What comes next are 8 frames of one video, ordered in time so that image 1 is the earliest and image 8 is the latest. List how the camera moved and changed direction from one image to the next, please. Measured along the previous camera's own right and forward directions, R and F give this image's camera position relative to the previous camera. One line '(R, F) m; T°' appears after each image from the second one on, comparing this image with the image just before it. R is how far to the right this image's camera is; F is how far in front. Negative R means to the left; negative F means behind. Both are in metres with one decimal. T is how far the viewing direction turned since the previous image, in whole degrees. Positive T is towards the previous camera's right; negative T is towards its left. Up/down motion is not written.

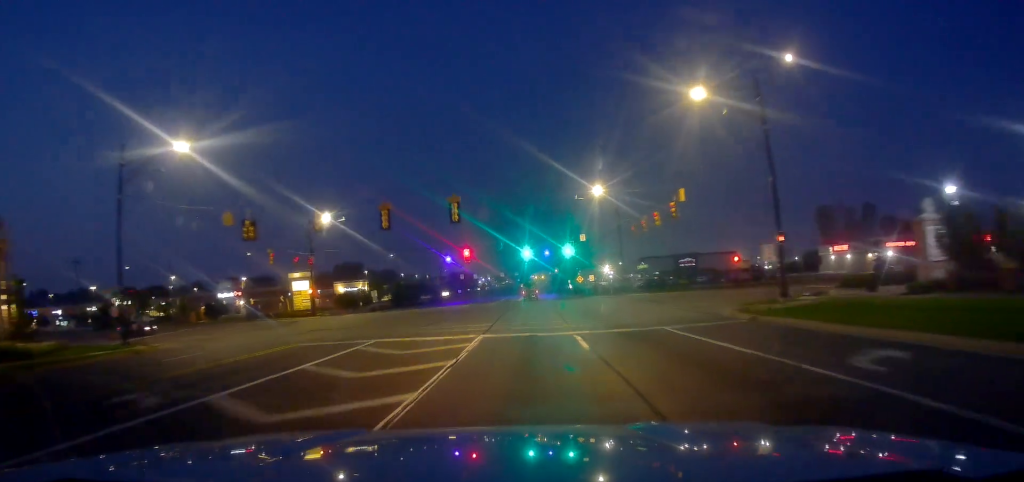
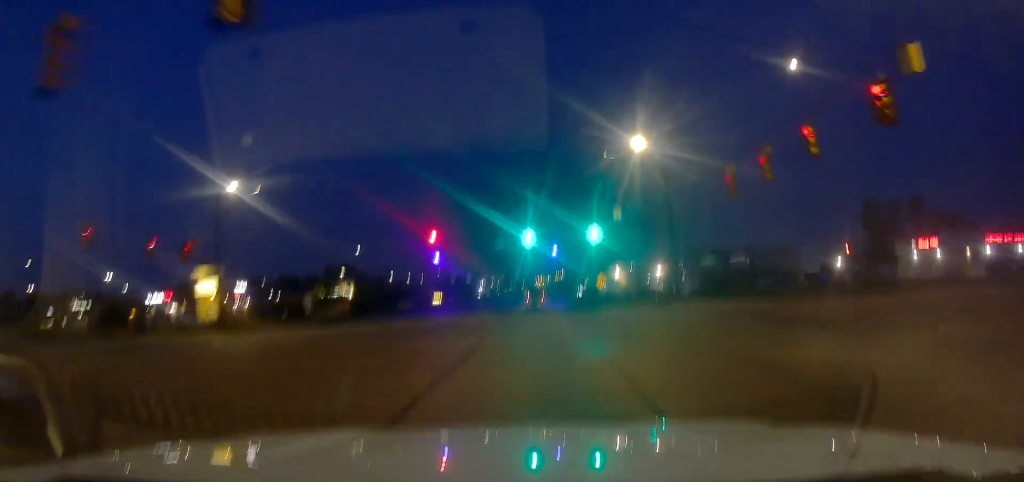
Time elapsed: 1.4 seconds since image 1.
(+0.5, +25.5) m; 0°
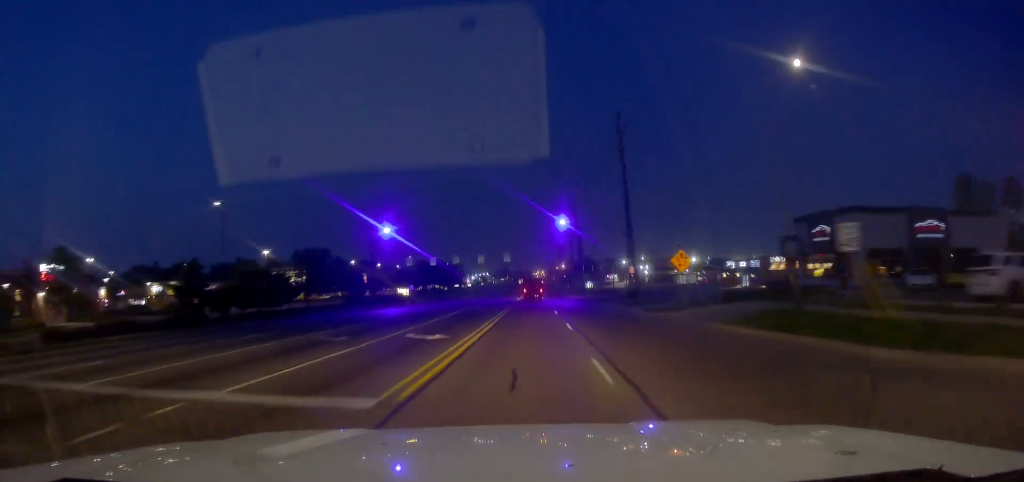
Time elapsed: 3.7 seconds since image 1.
(-0.8, +42.7) m; -1°
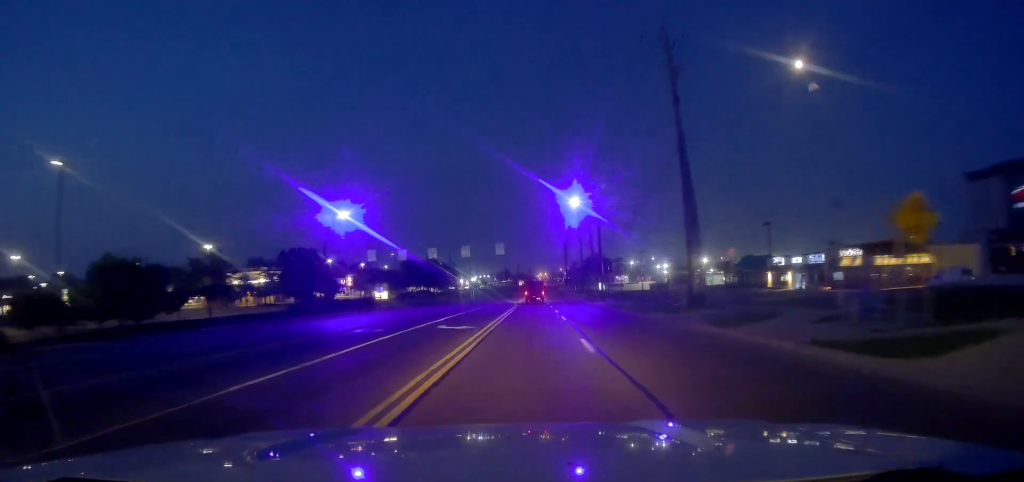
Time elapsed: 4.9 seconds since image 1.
(-0.6, +21.6) m; 0°
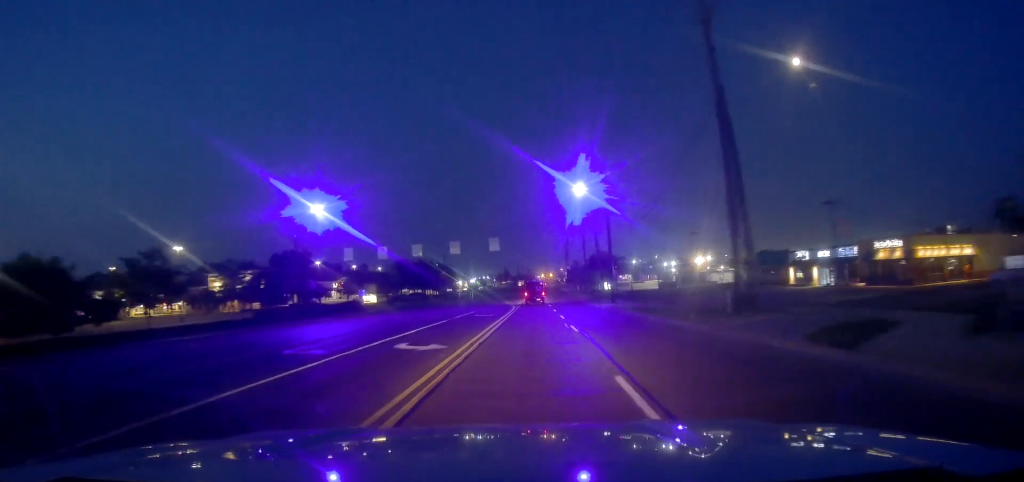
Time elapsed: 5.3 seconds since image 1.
(+0.3, +8.1) m; 0°
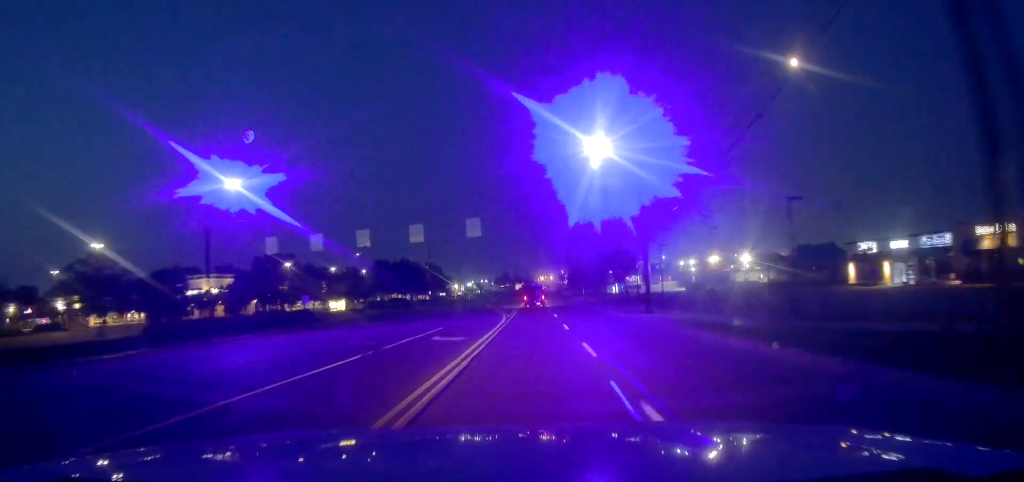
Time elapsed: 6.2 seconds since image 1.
(+0.4, +17.0) m; +1°
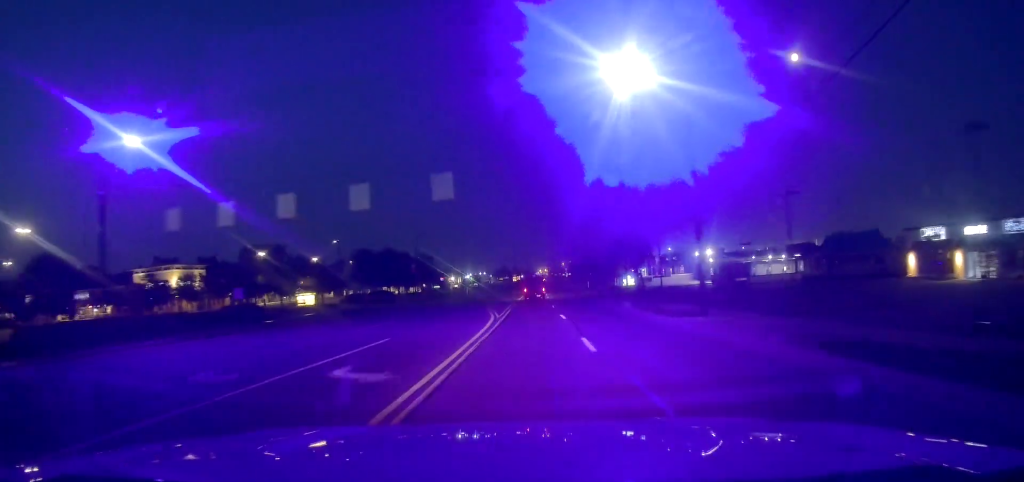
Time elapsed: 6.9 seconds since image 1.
(-0.2, +12.2) m; 0°
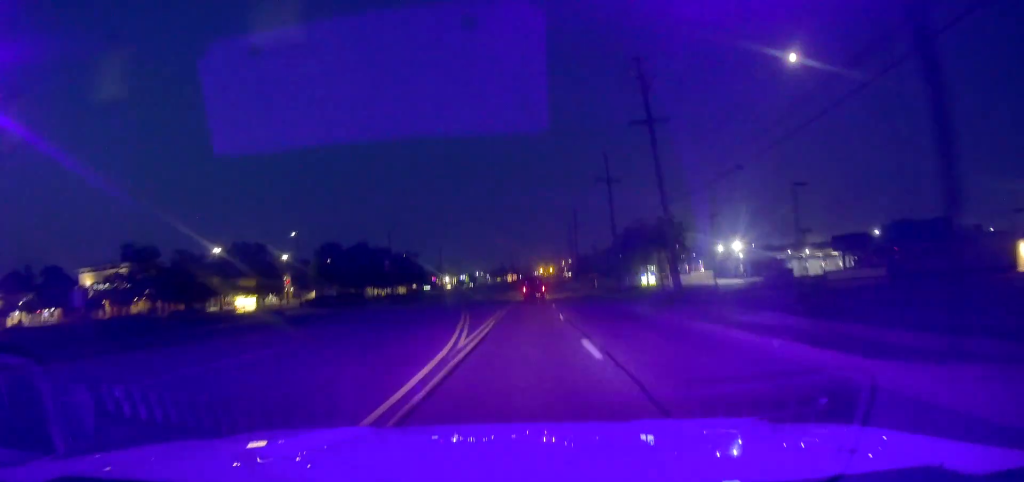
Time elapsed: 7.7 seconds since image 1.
(+0.3, +16.4) m; -1°
